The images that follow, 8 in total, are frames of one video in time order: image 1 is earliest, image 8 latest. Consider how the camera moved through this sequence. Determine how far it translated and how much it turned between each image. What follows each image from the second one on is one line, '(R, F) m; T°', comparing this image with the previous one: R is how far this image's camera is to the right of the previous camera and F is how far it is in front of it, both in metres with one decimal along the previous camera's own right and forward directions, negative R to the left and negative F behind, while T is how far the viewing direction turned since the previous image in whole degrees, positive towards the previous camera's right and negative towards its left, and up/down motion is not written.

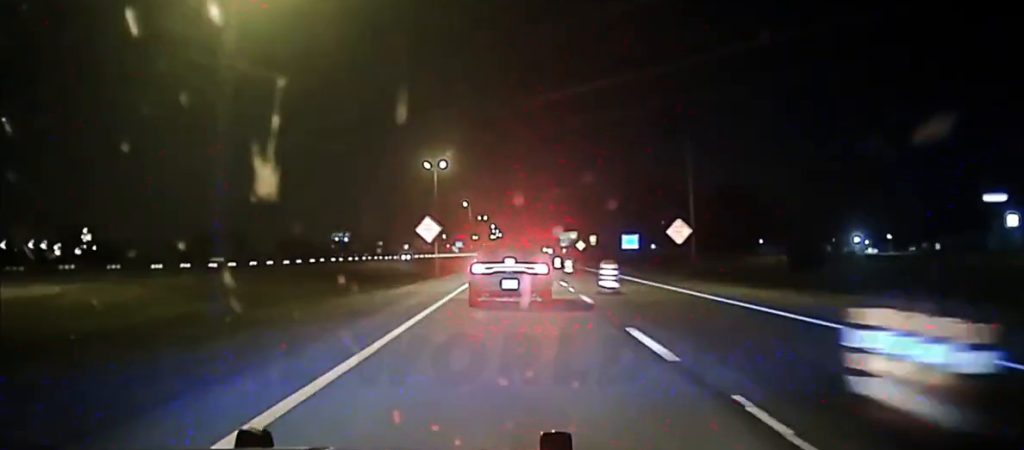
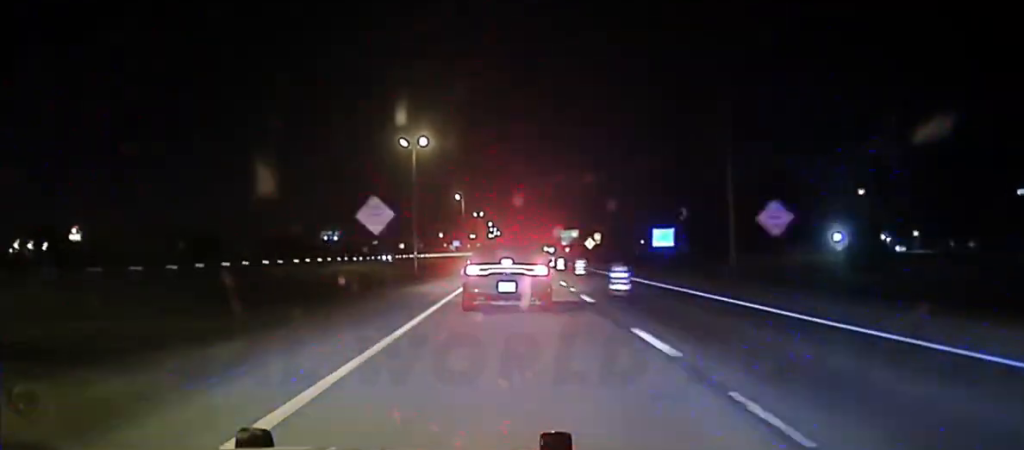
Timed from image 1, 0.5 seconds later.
(0.0, +22.7) m; 0°
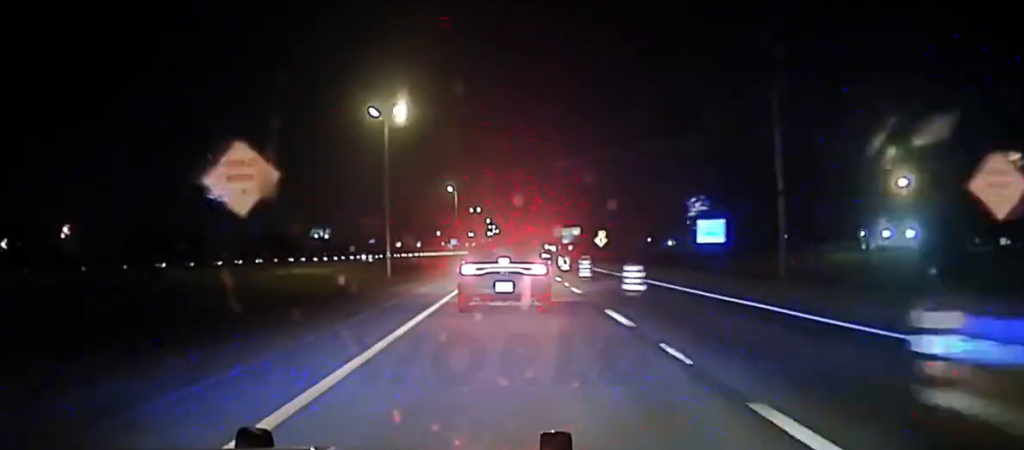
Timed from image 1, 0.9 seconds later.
(0.0, +19.5) m; 0°
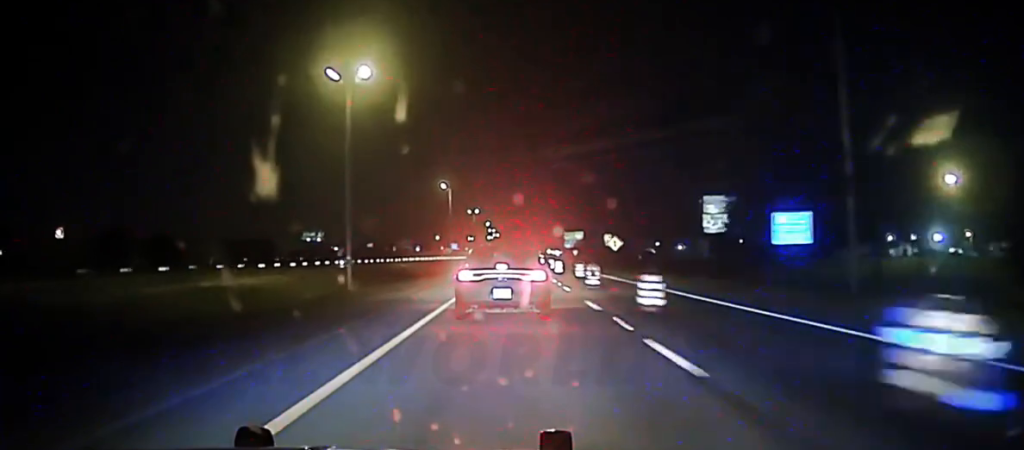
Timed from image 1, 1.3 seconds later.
(0.0, +17.9) m; 0°
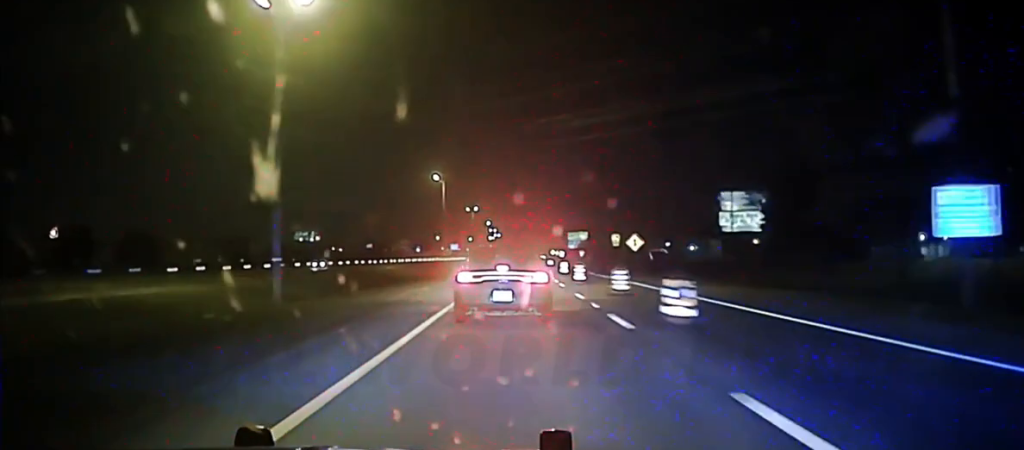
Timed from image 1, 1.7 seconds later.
(0.0, +18.4) m; 0°
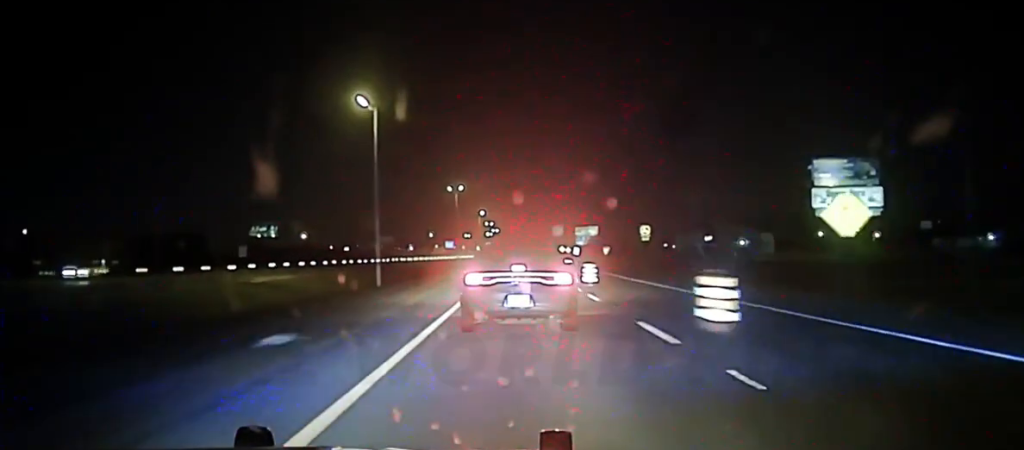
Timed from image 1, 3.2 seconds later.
(0.0, +61.2) m; 0°
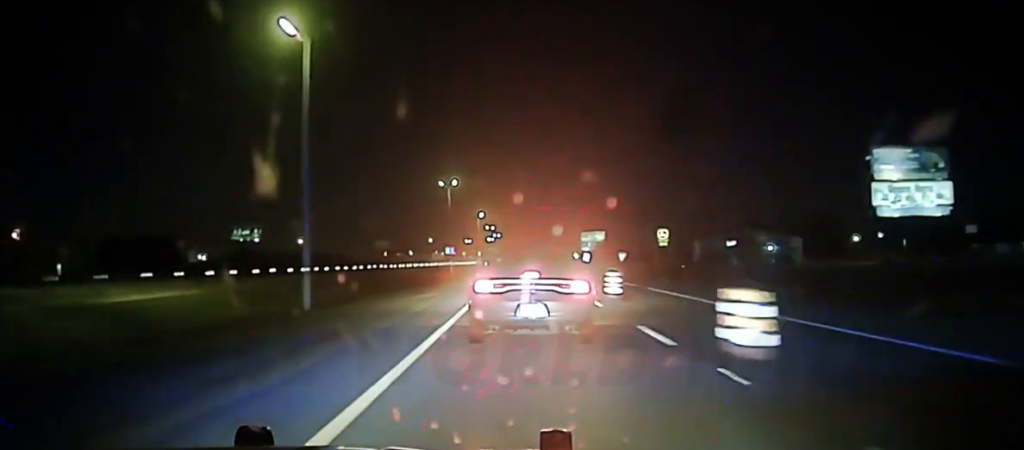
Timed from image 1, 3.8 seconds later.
(+0.1, +20.3) m; 0°
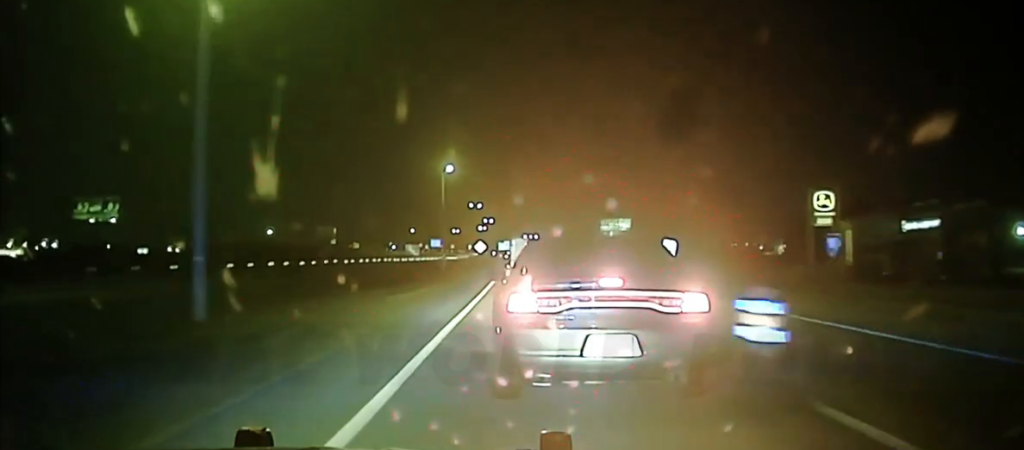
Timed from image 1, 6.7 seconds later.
(0.0, +93.9) m; 0°
